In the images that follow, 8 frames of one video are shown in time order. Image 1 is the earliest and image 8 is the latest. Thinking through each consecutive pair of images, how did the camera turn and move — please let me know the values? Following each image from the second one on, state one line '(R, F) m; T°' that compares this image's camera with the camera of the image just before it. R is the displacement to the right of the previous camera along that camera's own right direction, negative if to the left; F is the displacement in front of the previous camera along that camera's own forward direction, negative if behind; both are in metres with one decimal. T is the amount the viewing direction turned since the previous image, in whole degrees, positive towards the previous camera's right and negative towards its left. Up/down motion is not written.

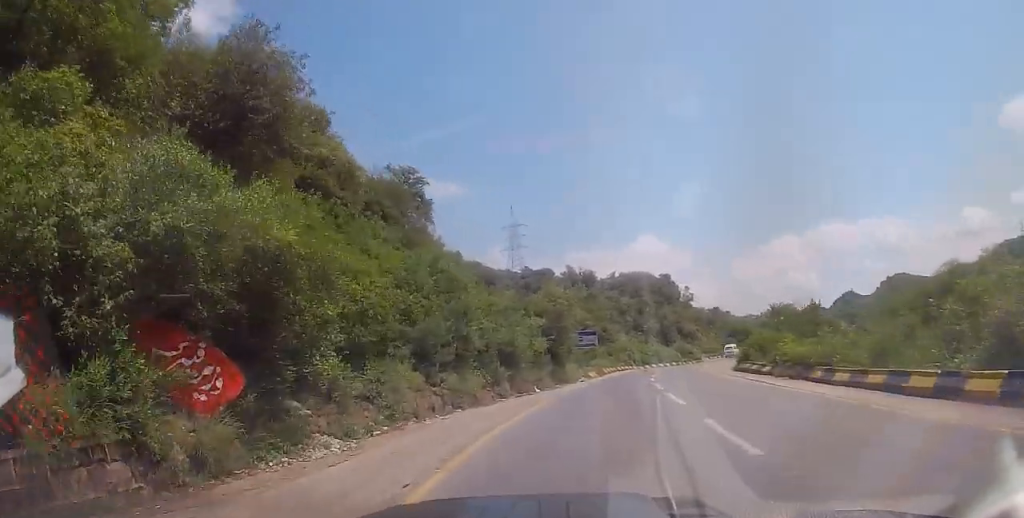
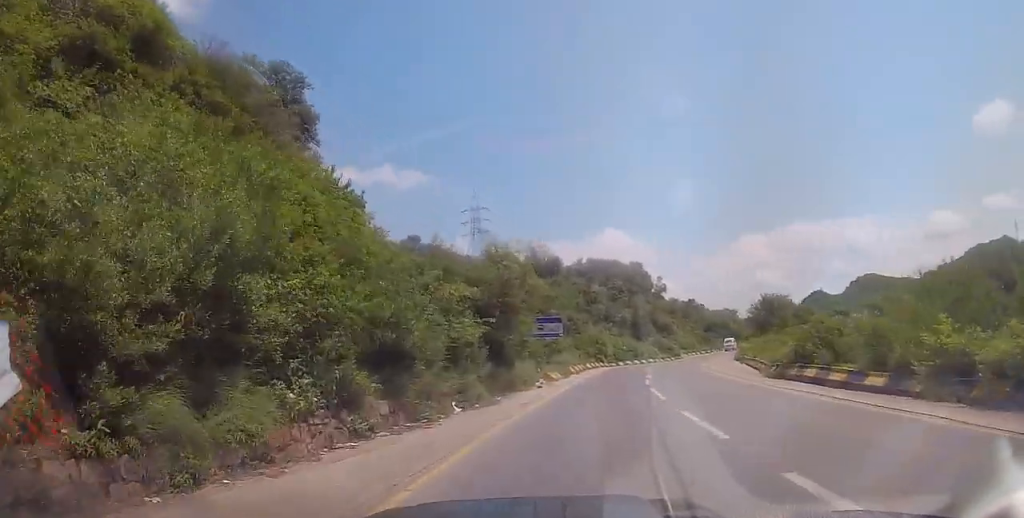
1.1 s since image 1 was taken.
(+0.5, +10.9) m; +4°
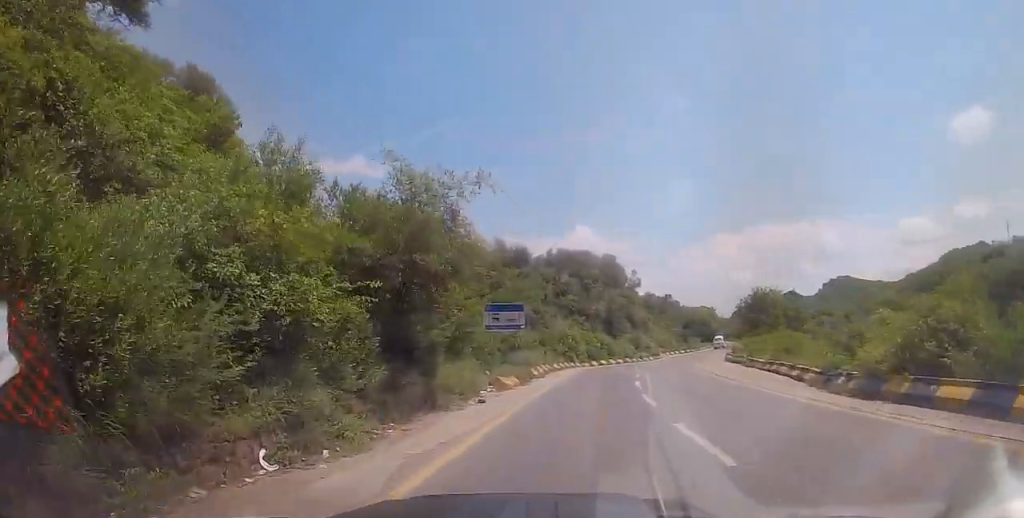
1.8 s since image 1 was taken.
(0.0, +7.8) m; +3°
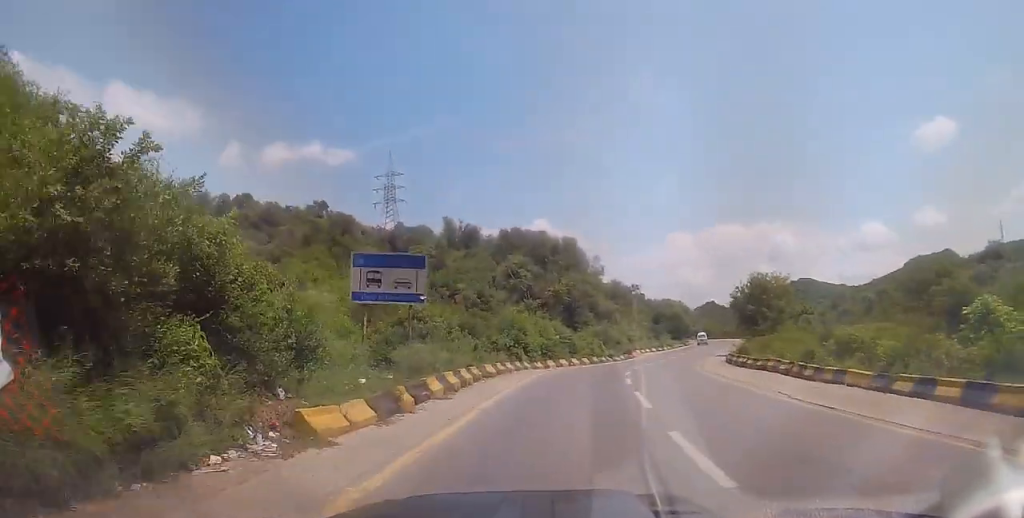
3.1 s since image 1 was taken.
(+0.3, +13.3) m; 0°
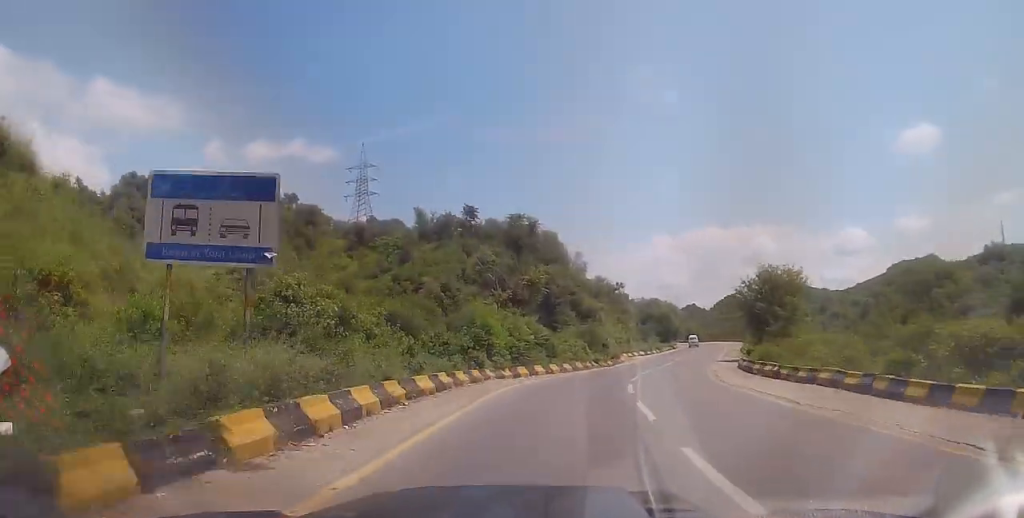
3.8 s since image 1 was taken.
(-0.4, +7.4) m; +1°
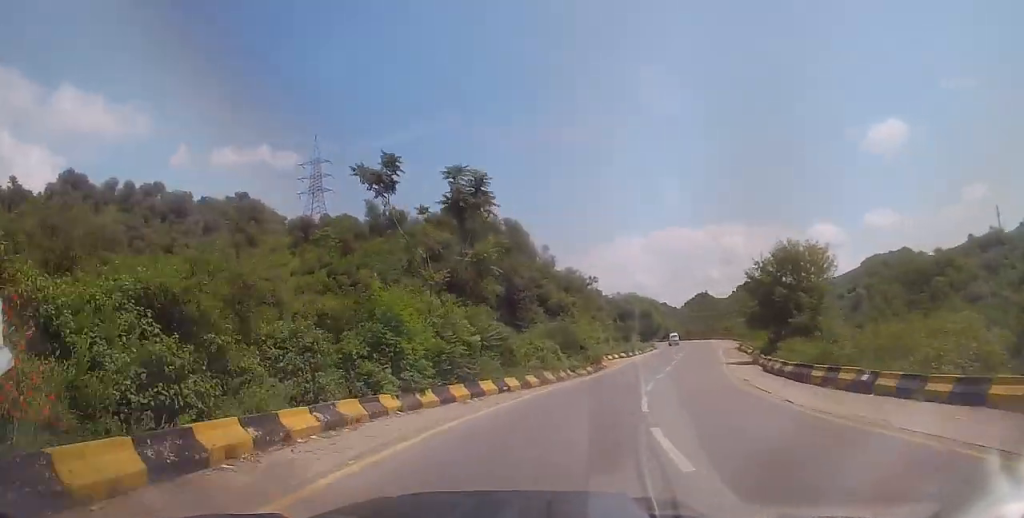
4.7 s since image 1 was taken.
(+0.5, +9.6) m; +7°
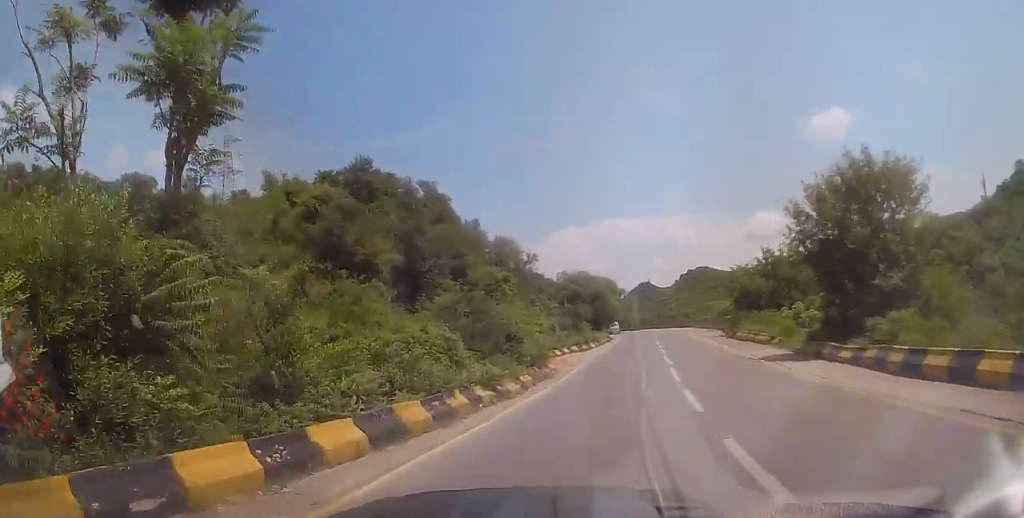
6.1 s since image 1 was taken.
(+1.0, +15.0) m; +5°
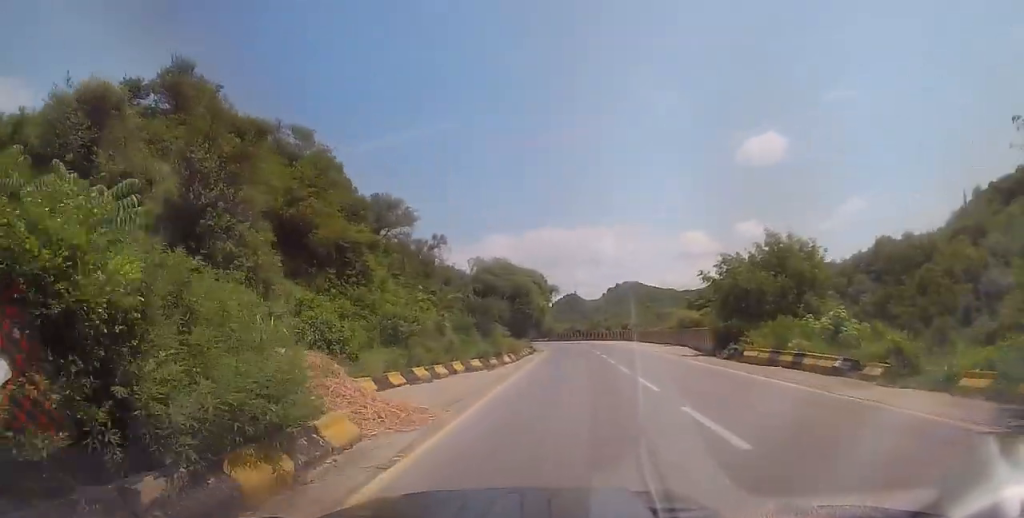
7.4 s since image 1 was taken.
(+0.4, +15.5) m; +6°
